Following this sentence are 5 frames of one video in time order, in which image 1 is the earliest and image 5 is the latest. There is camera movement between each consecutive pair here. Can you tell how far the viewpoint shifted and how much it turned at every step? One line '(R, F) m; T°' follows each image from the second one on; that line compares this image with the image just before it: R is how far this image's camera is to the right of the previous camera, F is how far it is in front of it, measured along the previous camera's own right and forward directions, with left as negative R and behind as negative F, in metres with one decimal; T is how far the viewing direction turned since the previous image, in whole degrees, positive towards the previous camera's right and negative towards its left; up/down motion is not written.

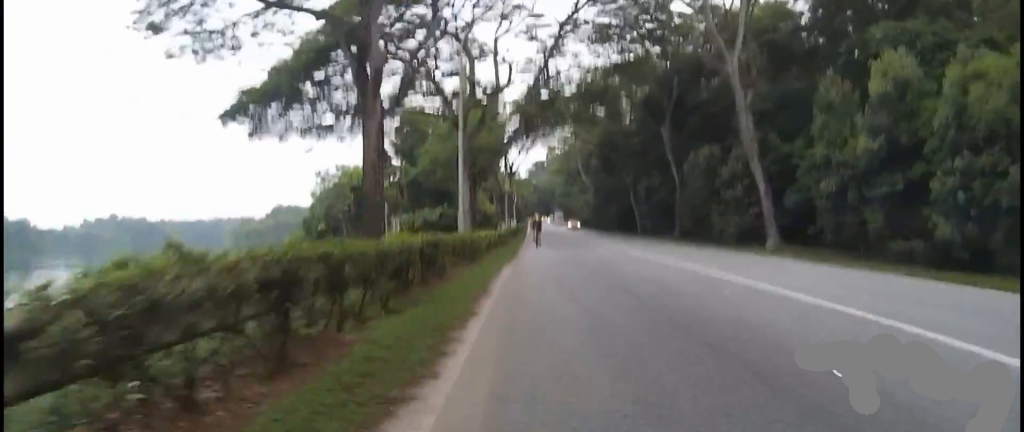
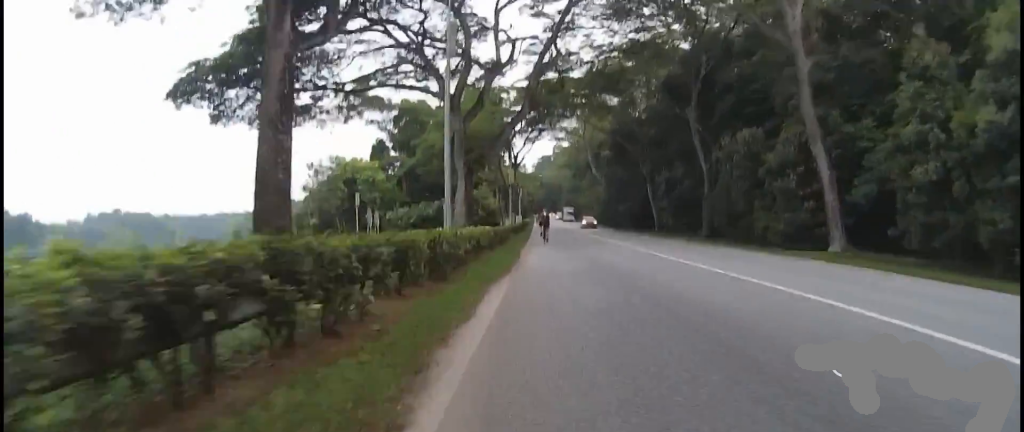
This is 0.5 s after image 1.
(0.0, +5.2) m; +1°
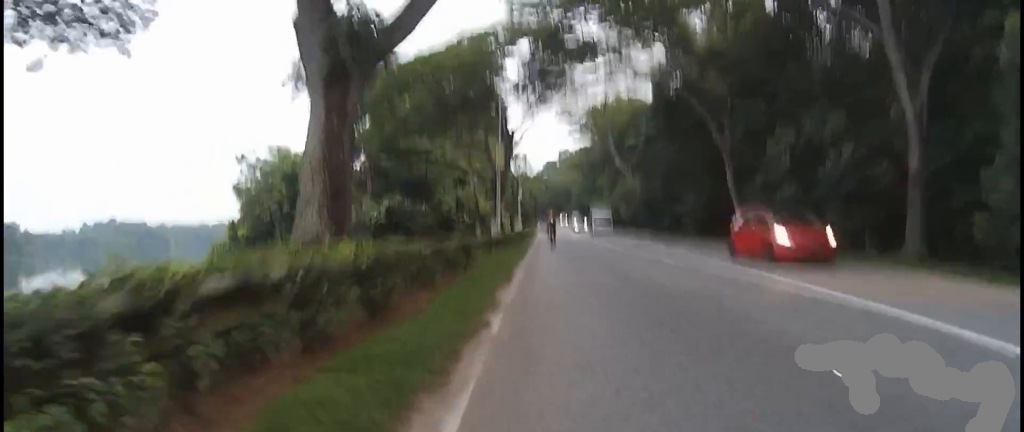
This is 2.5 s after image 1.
(+0.5, +20.6) m; +1°
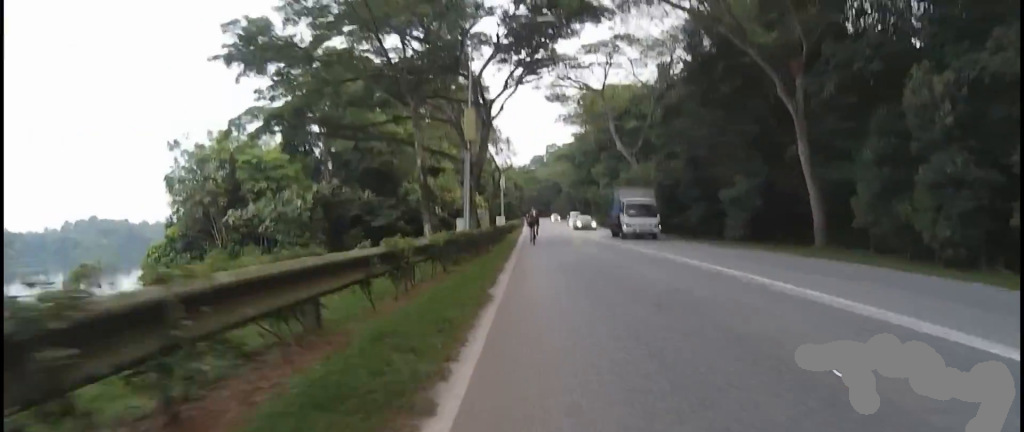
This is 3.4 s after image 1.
(-0.3, +9.9) m; -2°
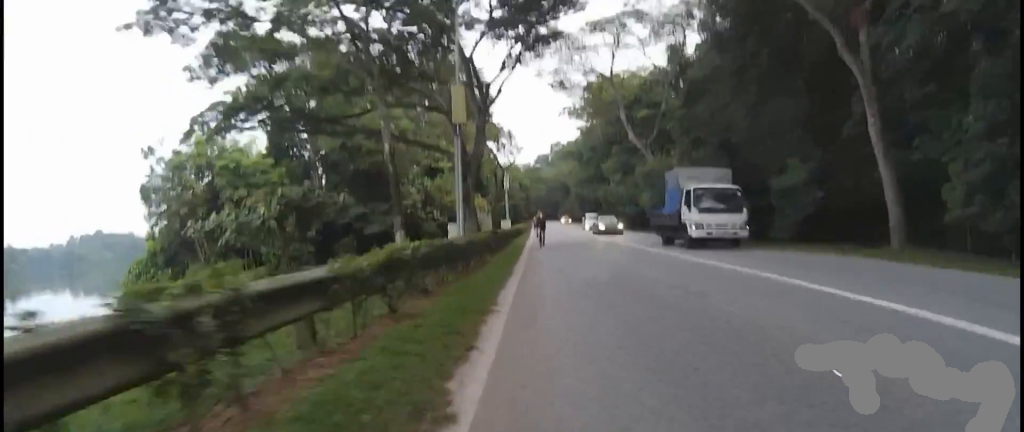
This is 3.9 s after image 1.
(0.0, +4.4) m; 0°
